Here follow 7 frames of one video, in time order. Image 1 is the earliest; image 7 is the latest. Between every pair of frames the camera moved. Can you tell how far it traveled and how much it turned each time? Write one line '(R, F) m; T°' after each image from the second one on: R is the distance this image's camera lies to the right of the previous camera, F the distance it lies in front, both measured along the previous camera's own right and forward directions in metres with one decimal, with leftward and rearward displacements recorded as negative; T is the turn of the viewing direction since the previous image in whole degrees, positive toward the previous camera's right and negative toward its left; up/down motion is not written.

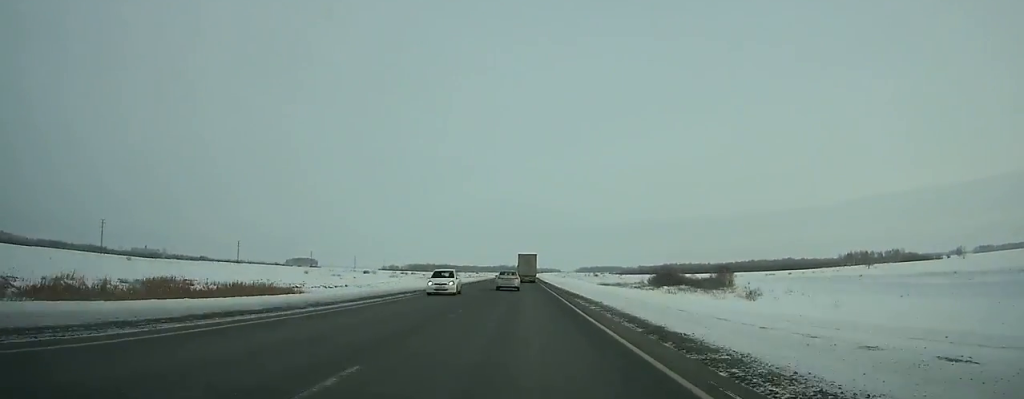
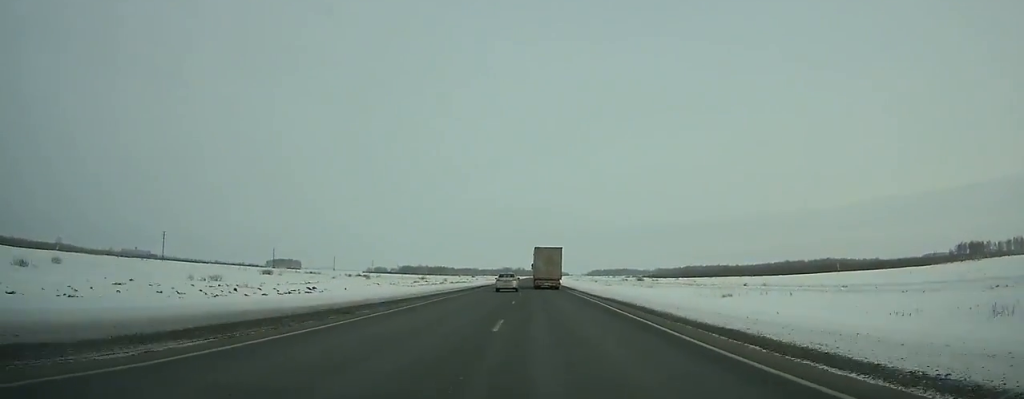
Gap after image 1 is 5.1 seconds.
(-0.5, +150.7) m; 0°
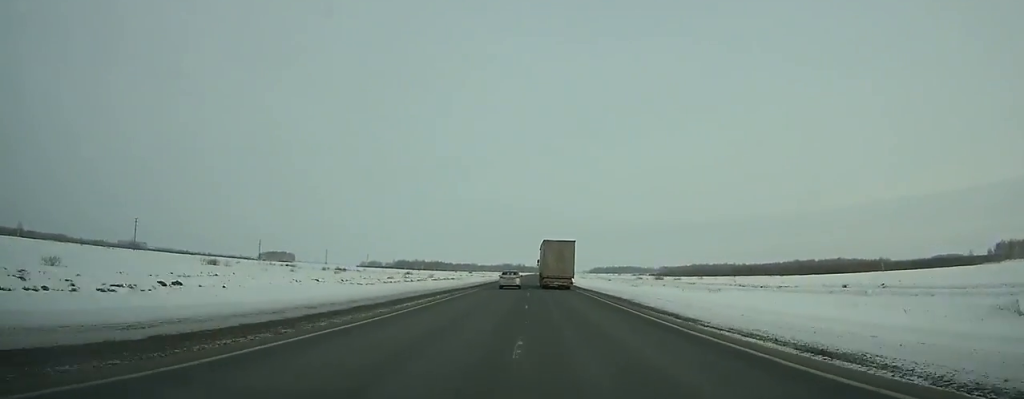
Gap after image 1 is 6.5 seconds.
(-0.1, +42.1) m; 0°
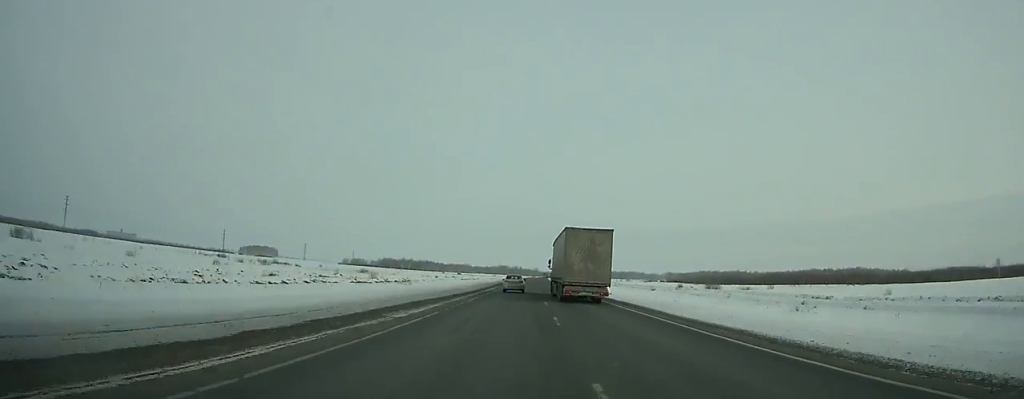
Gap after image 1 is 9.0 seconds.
(+0.2, +77.3) m; 0°
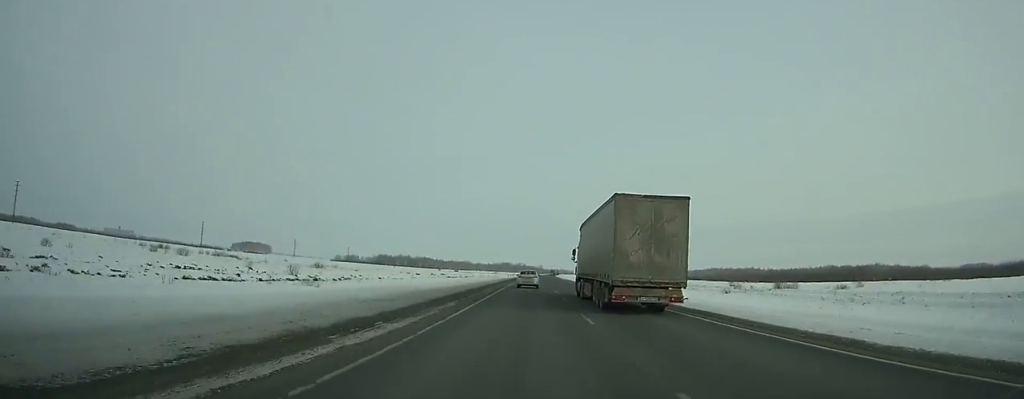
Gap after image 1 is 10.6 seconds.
(+0.1, +50.3) m; 0°
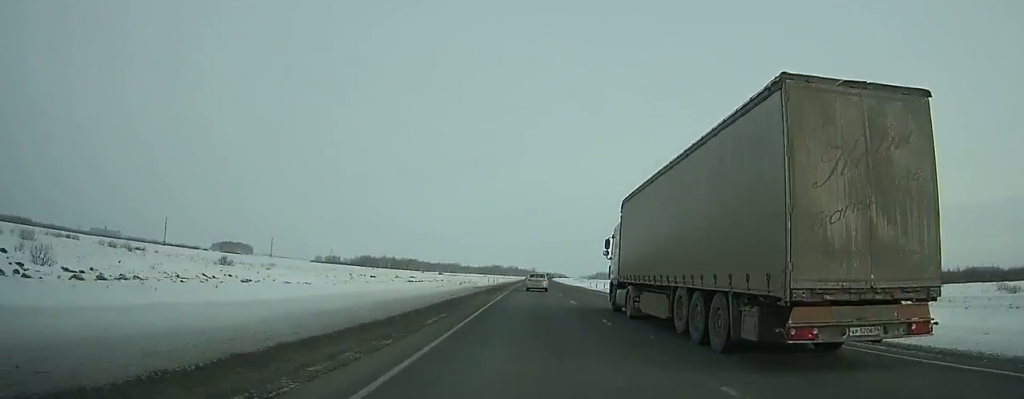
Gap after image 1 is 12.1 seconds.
(-0.1, +47.7) m; +1°
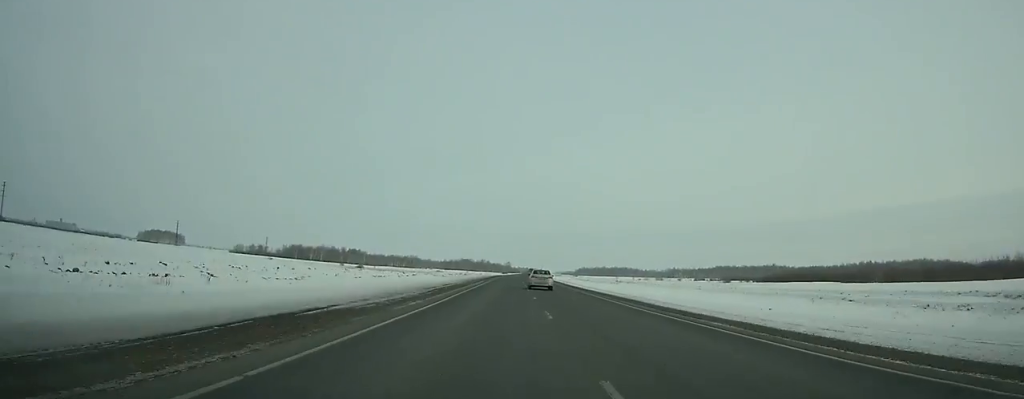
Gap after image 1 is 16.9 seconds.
(+2.5, +153.3) m; +2°
